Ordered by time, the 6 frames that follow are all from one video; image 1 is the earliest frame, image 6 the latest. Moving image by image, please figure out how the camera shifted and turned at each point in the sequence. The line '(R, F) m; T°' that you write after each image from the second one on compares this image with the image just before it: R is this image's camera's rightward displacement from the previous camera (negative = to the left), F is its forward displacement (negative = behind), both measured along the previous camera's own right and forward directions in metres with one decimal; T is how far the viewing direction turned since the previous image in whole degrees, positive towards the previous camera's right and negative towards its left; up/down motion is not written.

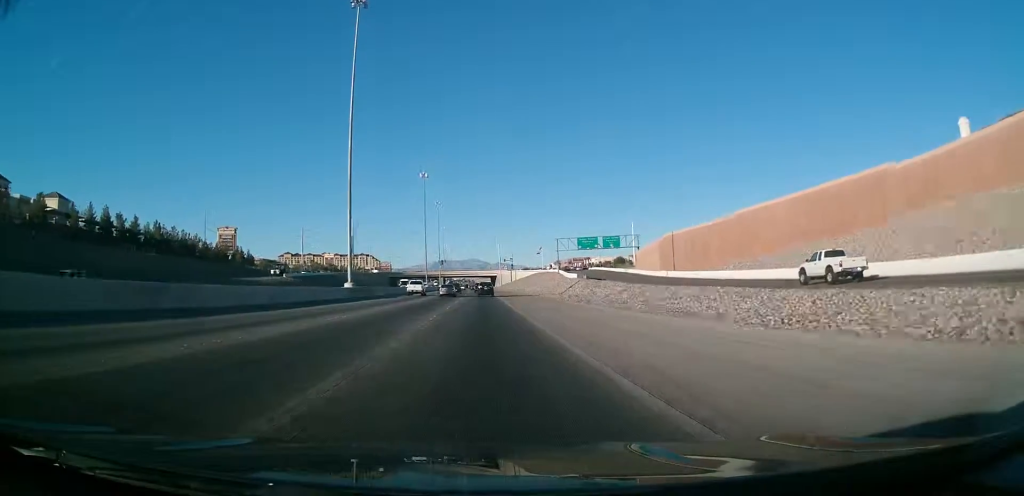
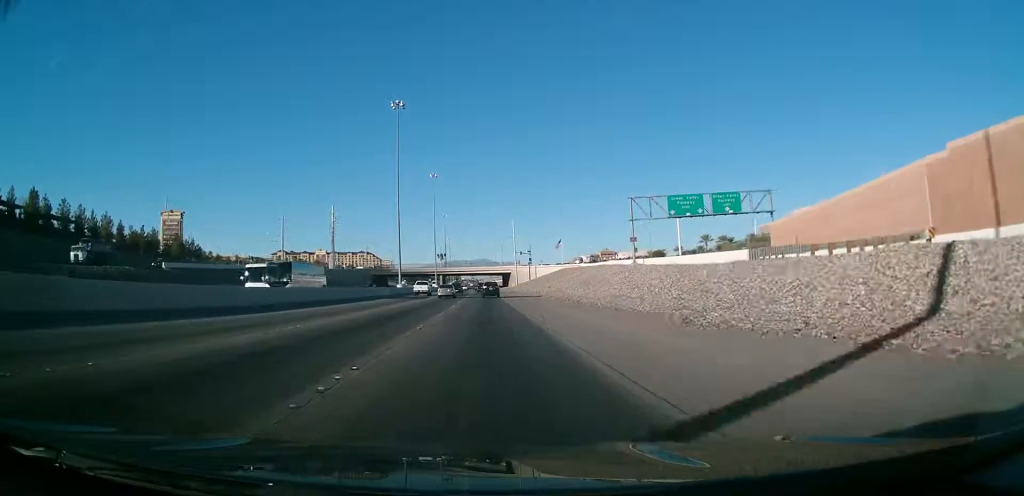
(0.0, +68.1) m; 0°
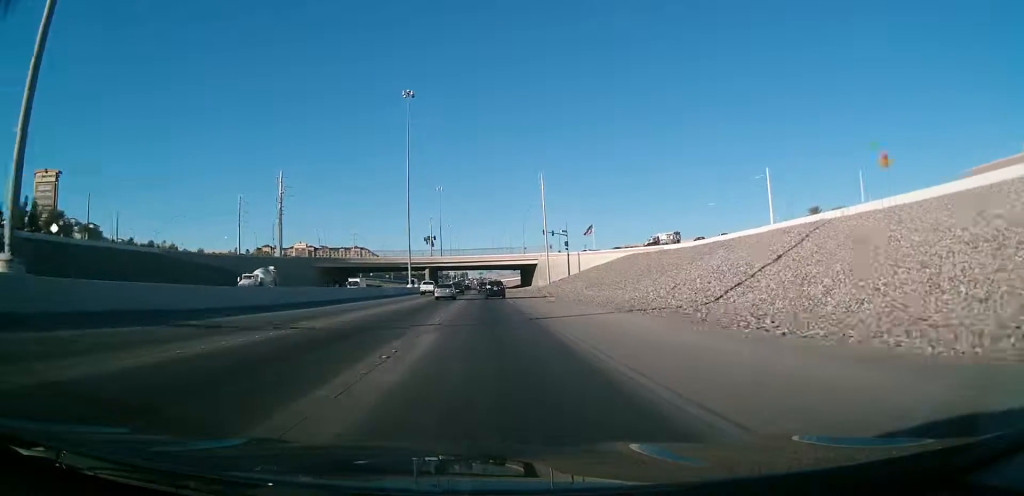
(-0.5, +89.4) m; -1°
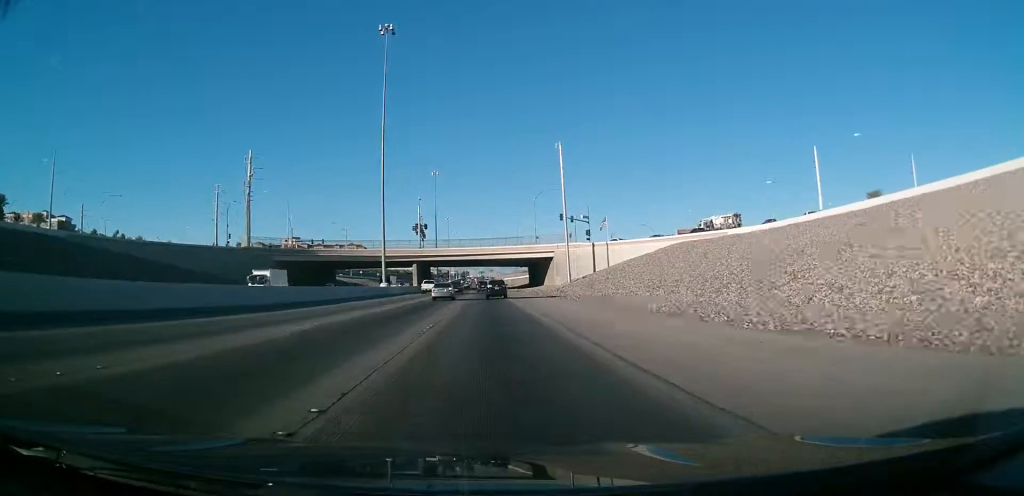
(0.0, +31.5) m; 0°
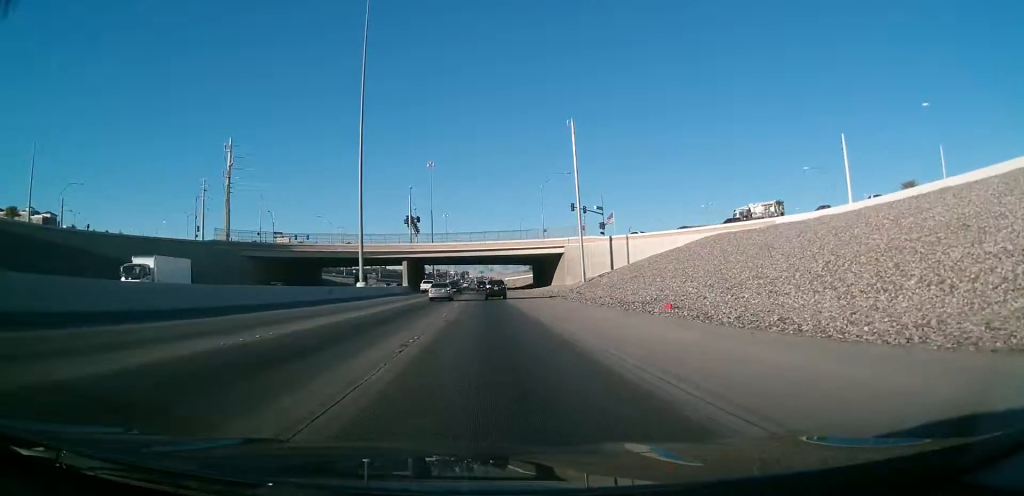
(+0.1, +15.7) m; 0°
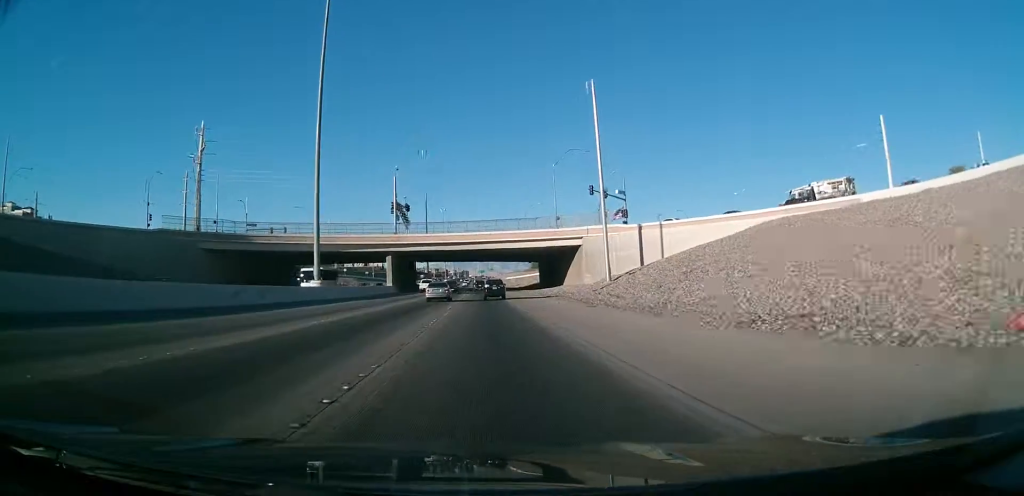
(-0.2, +18.7) m; 0°
